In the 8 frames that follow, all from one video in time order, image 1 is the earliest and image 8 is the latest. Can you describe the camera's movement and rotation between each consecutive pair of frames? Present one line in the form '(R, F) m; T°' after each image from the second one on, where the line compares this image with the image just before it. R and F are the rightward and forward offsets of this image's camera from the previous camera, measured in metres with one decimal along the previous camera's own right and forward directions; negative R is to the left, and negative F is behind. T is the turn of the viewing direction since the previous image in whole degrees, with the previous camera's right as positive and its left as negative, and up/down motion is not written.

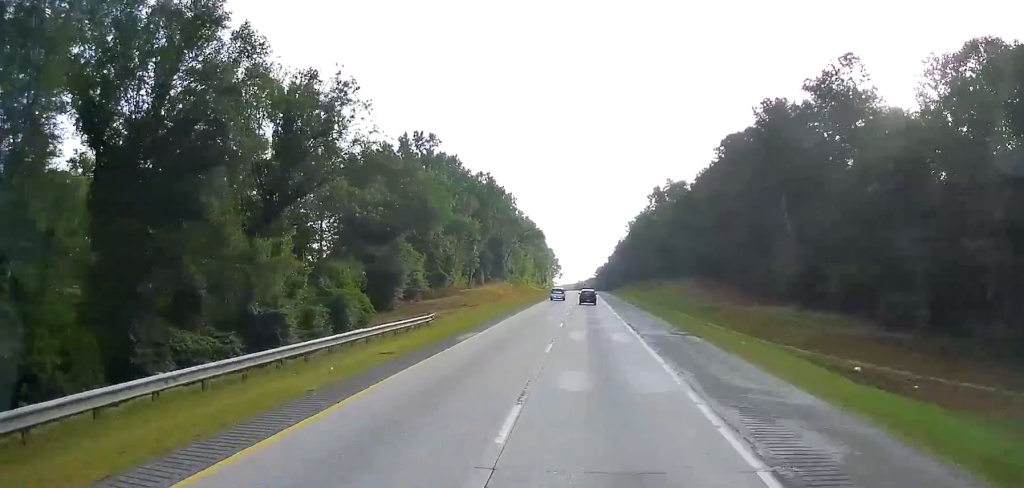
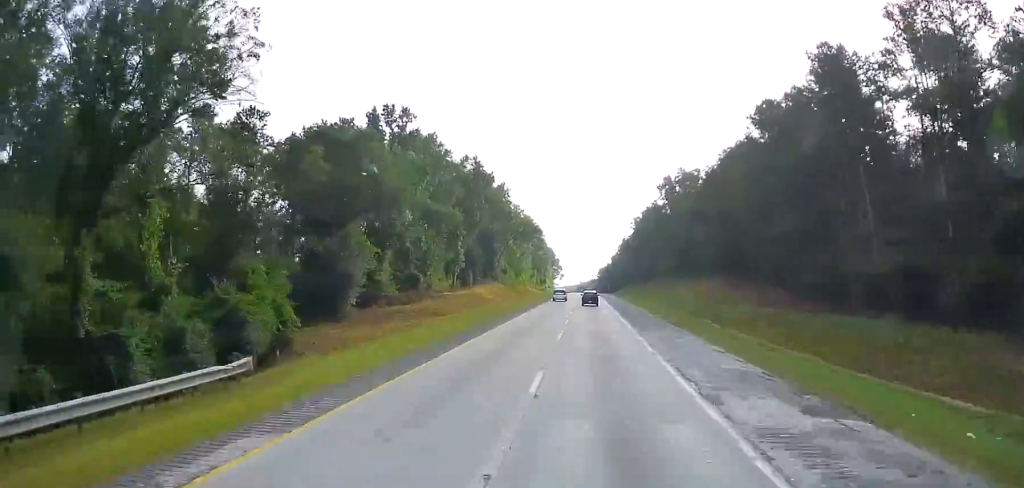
(-0.2, +19.7) m; 0°
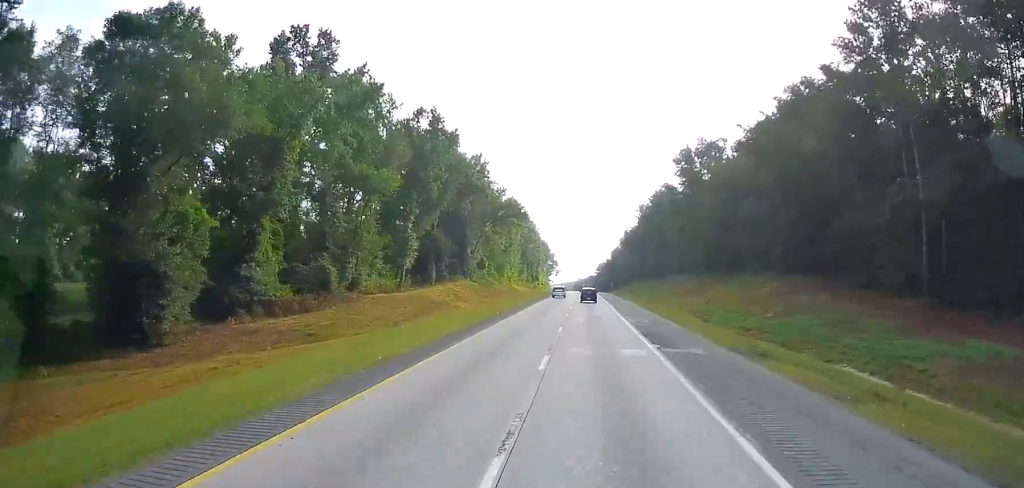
(+0.4, +33.5) m; 0°
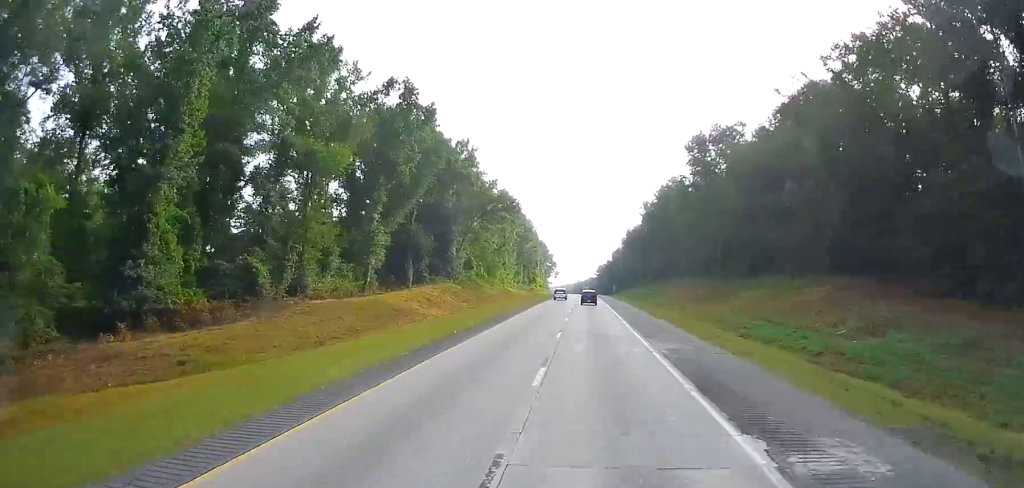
(+0.1, +14.8) m; -1°
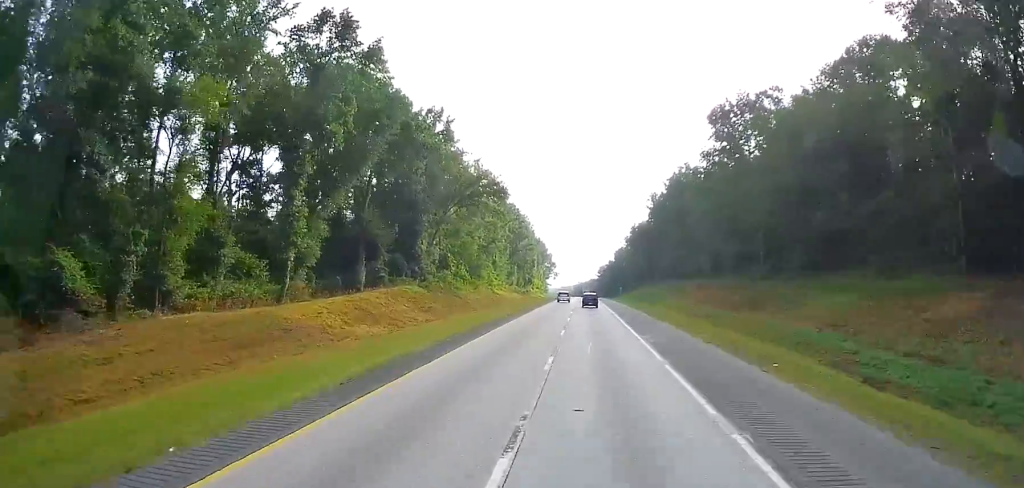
(-0.3, +21.3) m; 0°
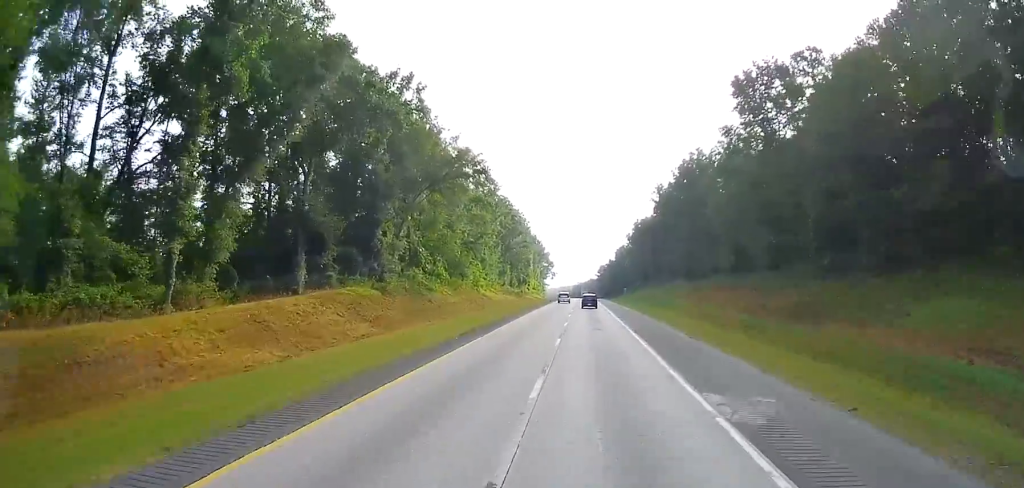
(-0.3, +16.6) m; 0°
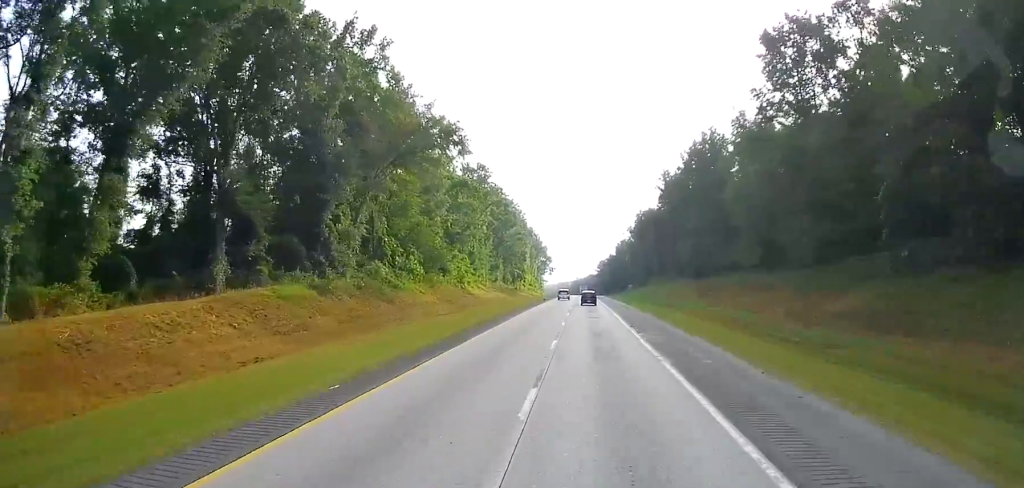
(+0.3, +14.2) m; +1°
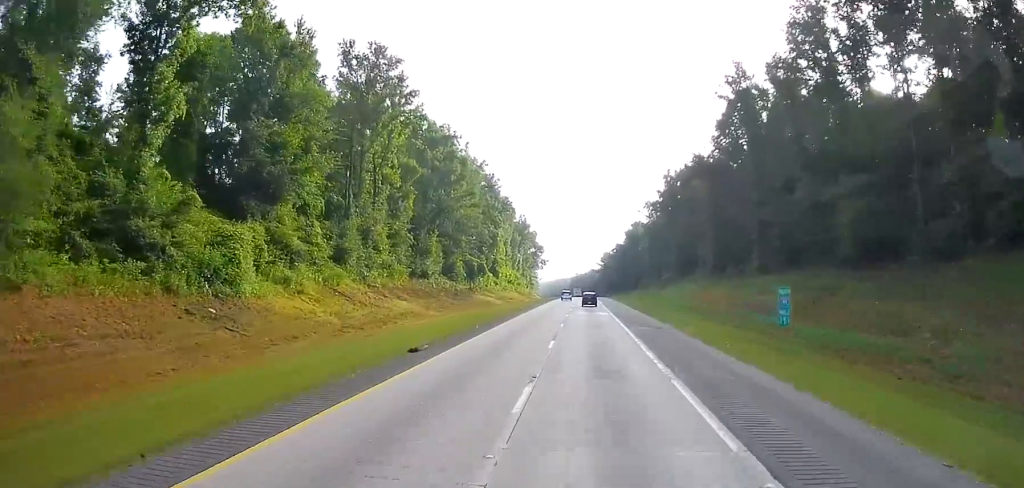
(+0.5, +72.9) m; 0°
